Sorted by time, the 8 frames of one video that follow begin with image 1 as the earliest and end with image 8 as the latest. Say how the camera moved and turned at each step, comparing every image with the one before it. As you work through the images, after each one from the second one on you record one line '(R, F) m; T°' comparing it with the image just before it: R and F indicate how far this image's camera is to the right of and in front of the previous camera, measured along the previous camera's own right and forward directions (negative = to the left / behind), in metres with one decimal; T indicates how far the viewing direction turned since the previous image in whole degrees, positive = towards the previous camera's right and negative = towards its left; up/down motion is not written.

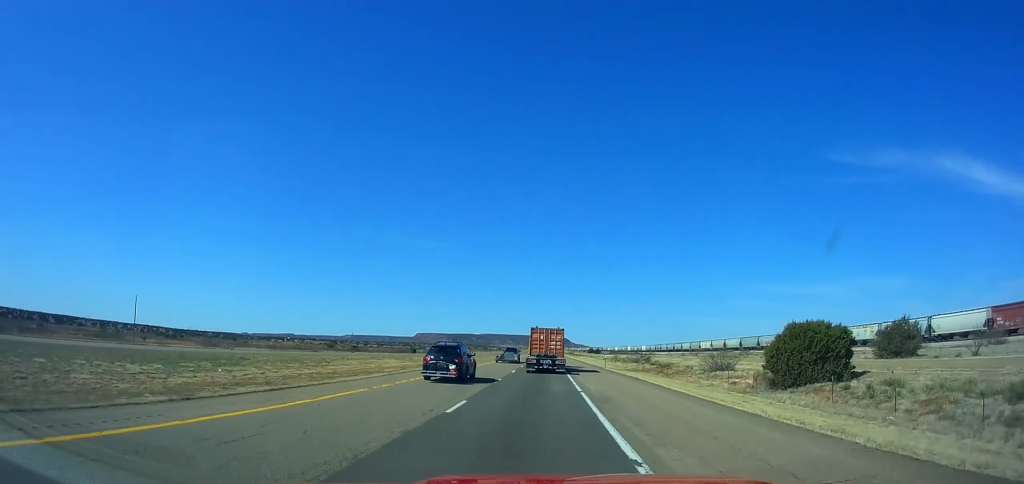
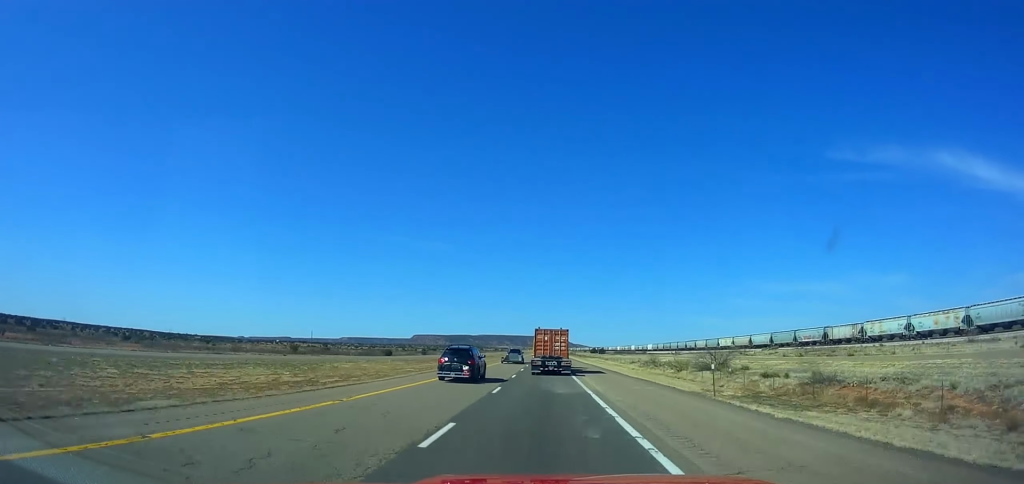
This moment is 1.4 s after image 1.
(-0.8, +40.8) m; 0°
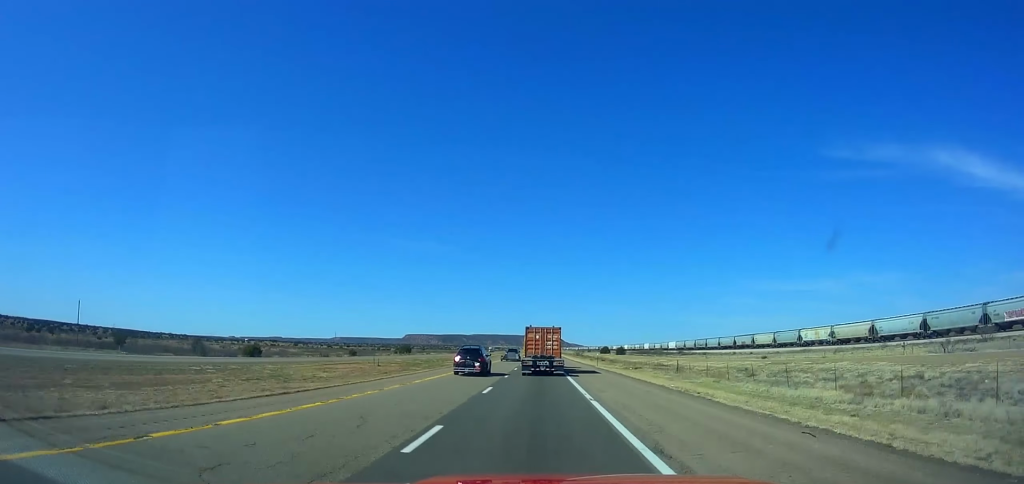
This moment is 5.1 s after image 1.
(+0.8, +108.5) m; 0°
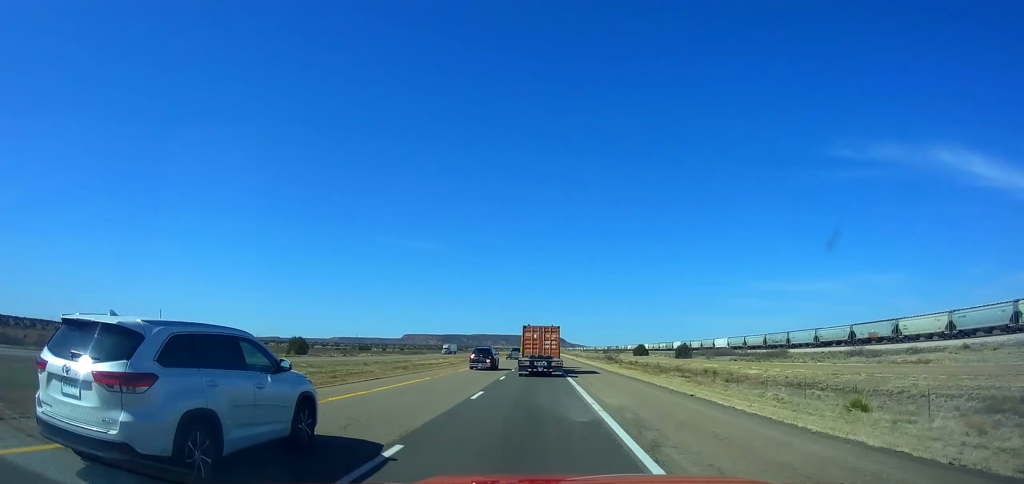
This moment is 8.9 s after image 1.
(-1.0, +111.7) m; 0°
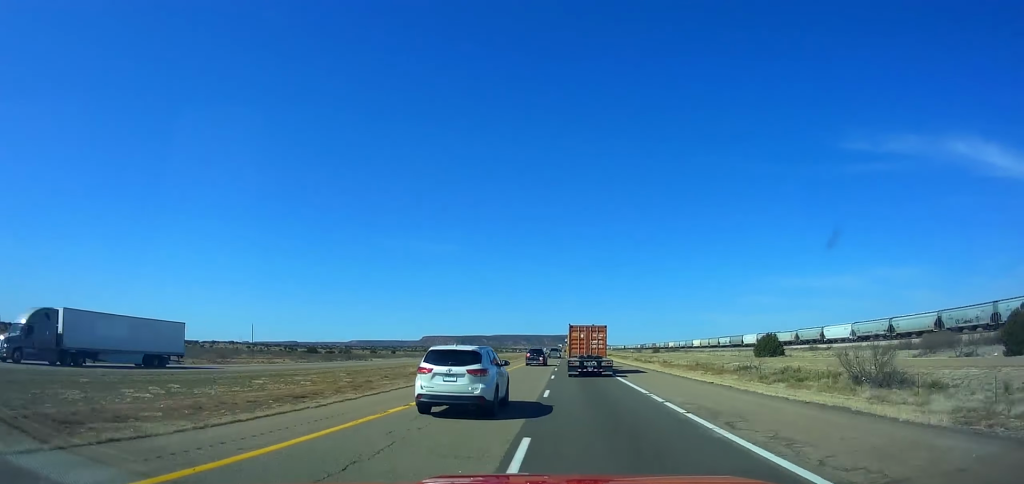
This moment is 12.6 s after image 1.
(+0.1, +109.2) m; 0°
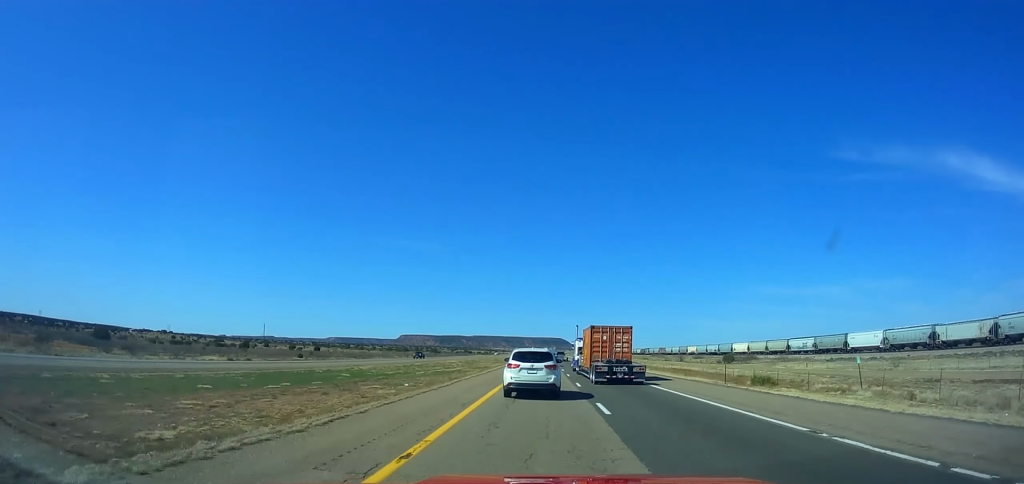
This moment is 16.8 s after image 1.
(+0.1, +126.4) m; 0°
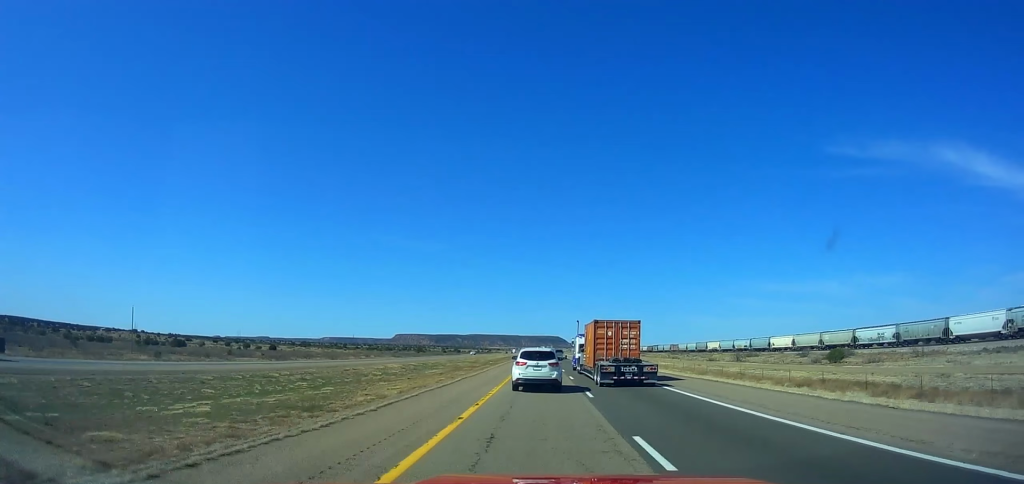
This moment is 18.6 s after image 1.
(+0.2, +55.8) m; 0°
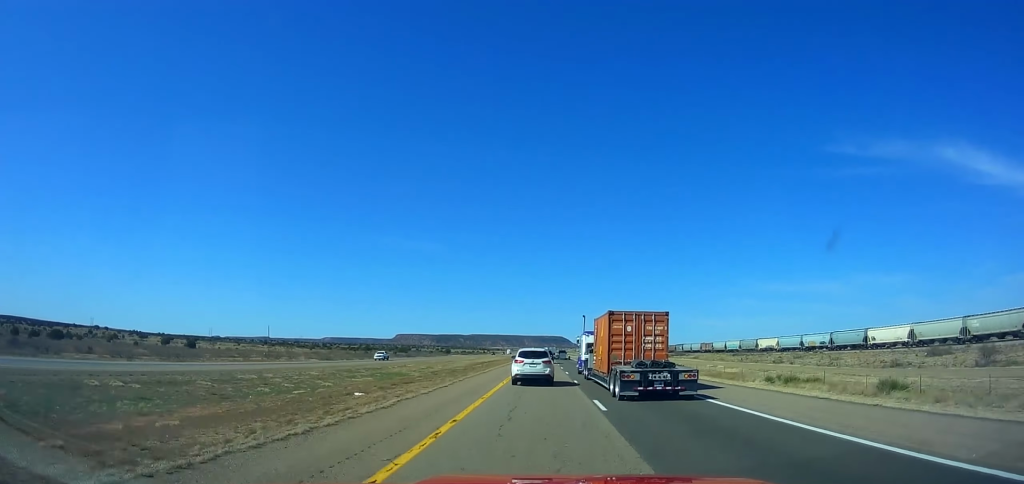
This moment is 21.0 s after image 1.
(+0.1, +75.3) m; 0°
